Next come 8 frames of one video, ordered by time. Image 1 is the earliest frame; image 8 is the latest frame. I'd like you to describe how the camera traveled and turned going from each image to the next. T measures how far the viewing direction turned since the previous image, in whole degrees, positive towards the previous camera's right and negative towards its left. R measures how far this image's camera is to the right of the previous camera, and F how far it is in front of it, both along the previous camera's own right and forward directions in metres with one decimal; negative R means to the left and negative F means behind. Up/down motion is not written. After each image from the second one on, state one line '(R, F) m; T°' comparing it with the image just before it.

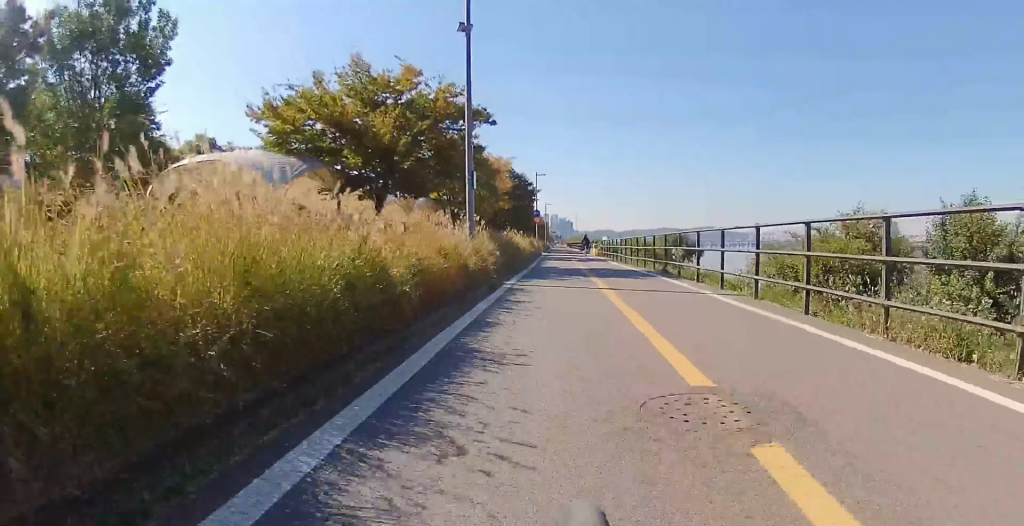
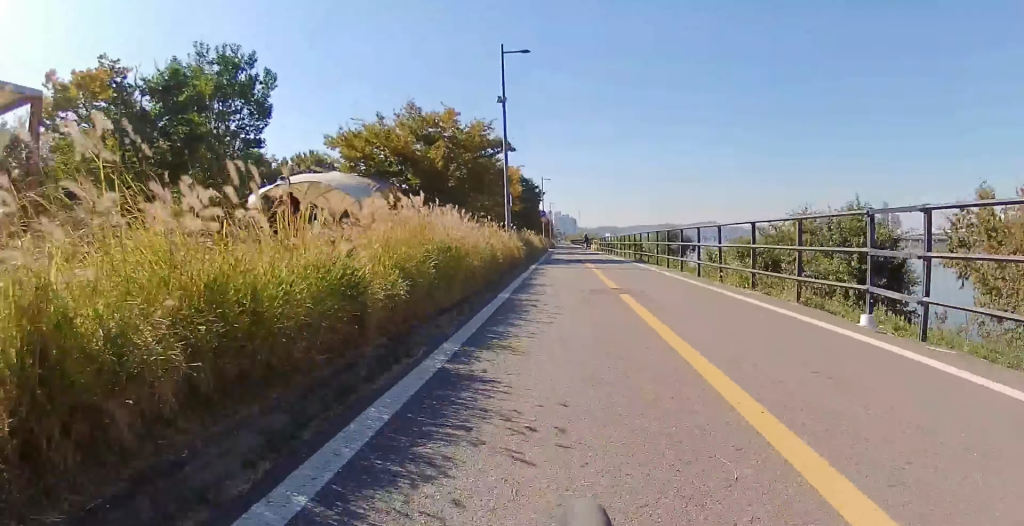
(0.0, +6.6) m; -2°
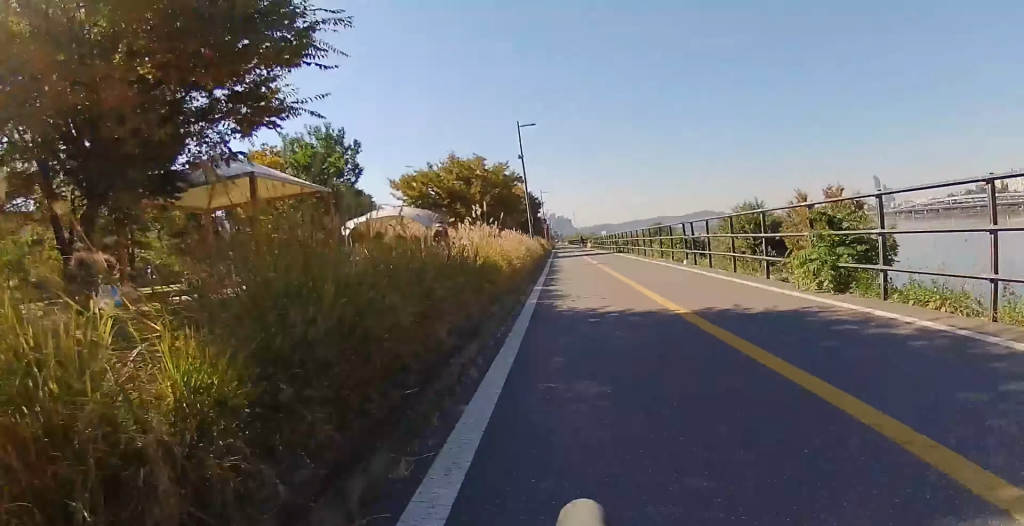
(-0.2, +10.8) m; +1°
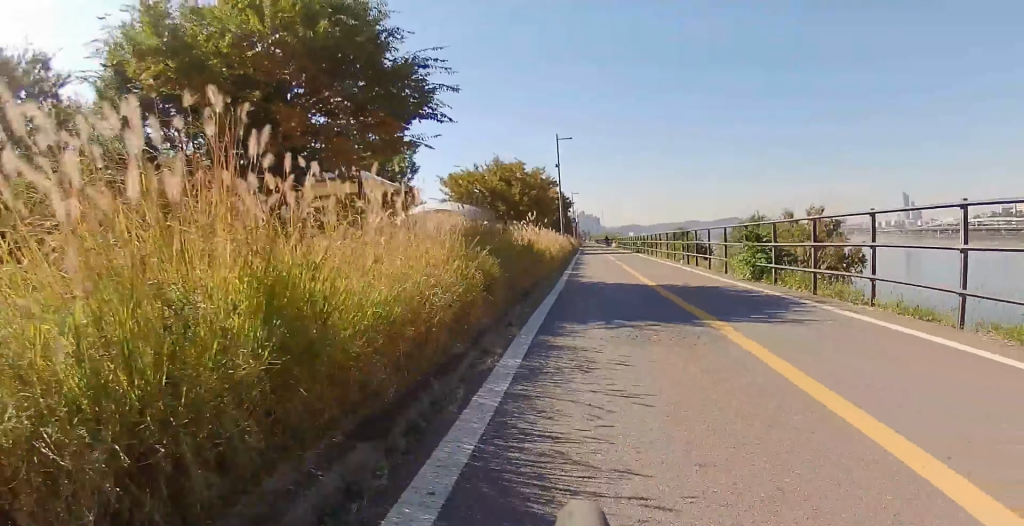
(+0.1, +4.8) m; +2°
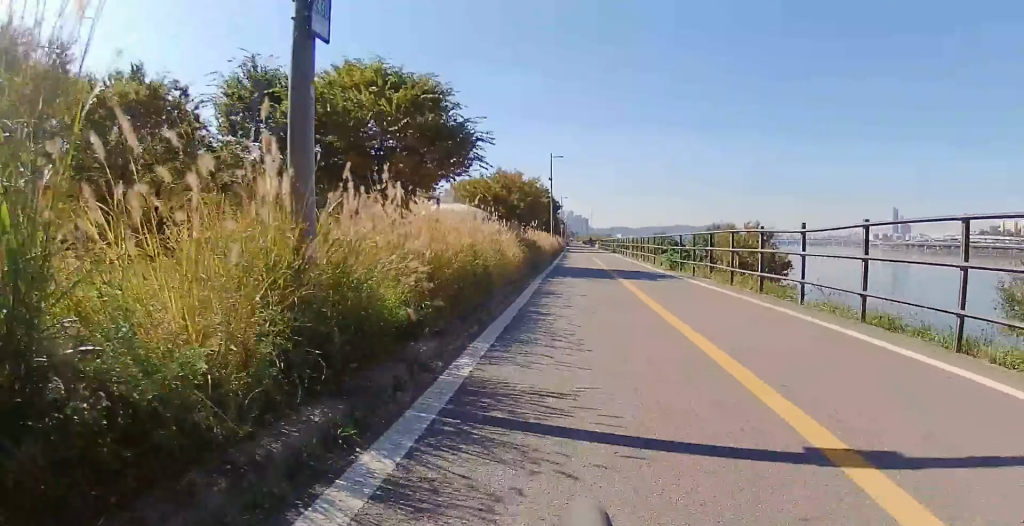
(0.0, +7.6) m; 0°
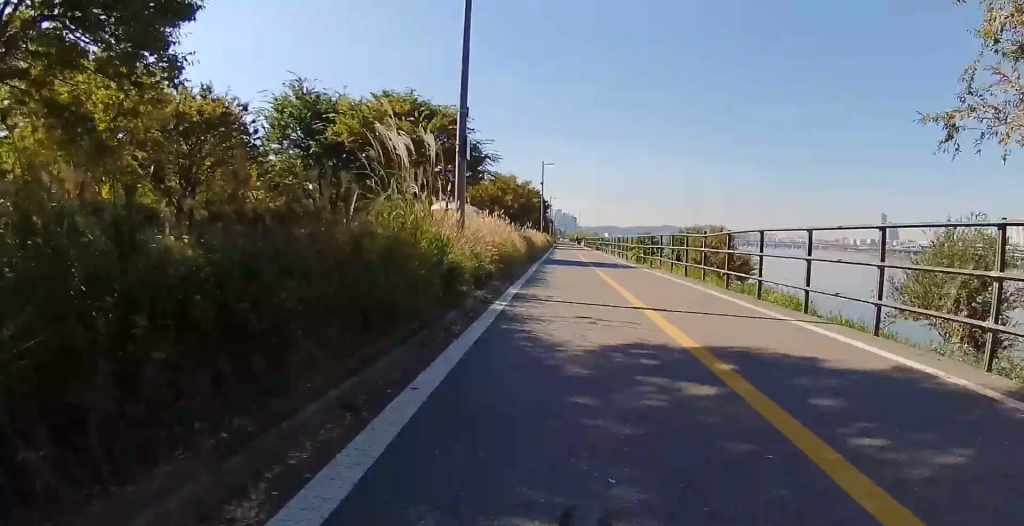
(0.0, +5.3) m; 0°
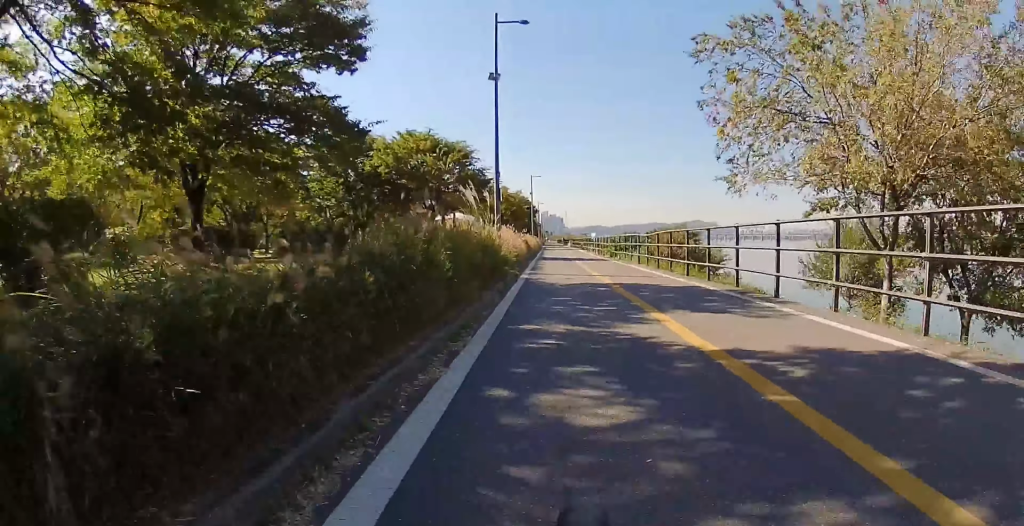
(0.0, +7.1) m; 0°
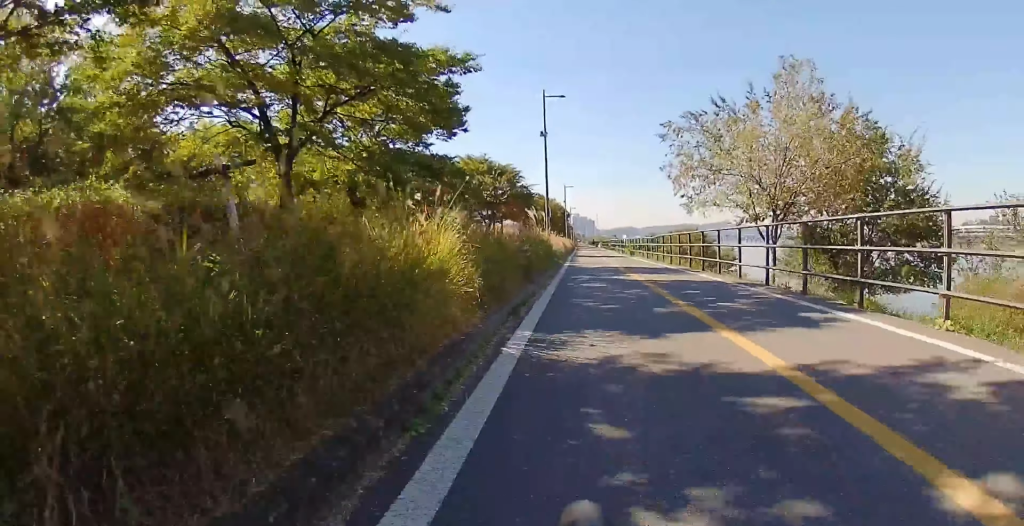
(0.0, +8.4) m; -2°
